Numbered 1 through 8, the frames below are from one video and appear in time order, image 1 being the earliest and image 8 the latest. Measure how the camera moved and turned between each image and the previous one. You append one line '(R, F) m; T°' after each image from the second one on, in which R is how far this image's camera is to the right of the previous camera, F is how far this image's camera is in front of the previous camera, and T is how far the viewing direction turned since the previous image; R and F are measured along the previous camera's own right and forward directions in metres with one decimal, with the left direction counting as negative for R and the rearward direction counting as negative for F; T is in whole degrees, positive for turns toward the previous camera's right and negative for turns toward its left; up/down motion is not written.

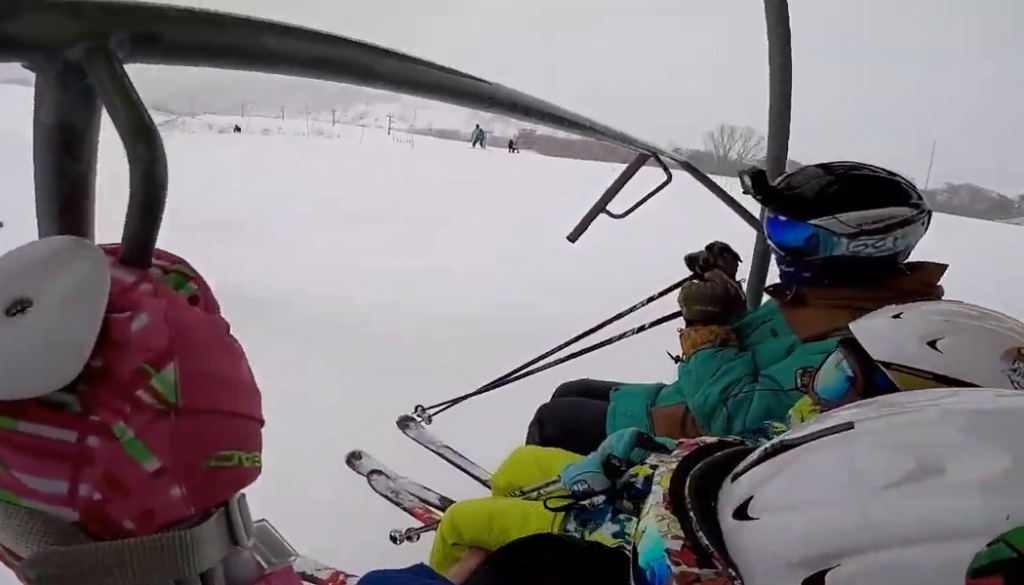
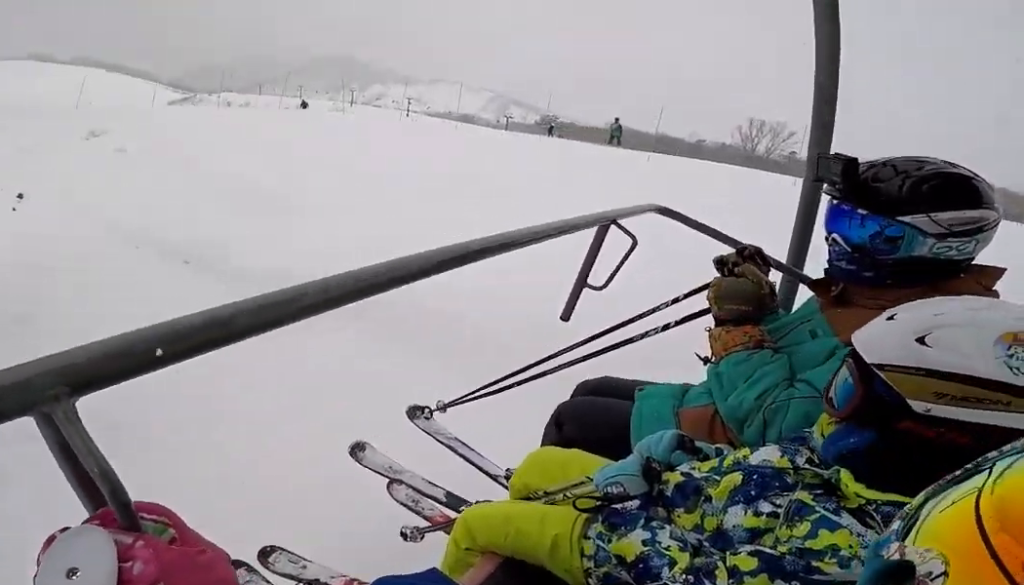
(+0.4, +2.9) m; +4°
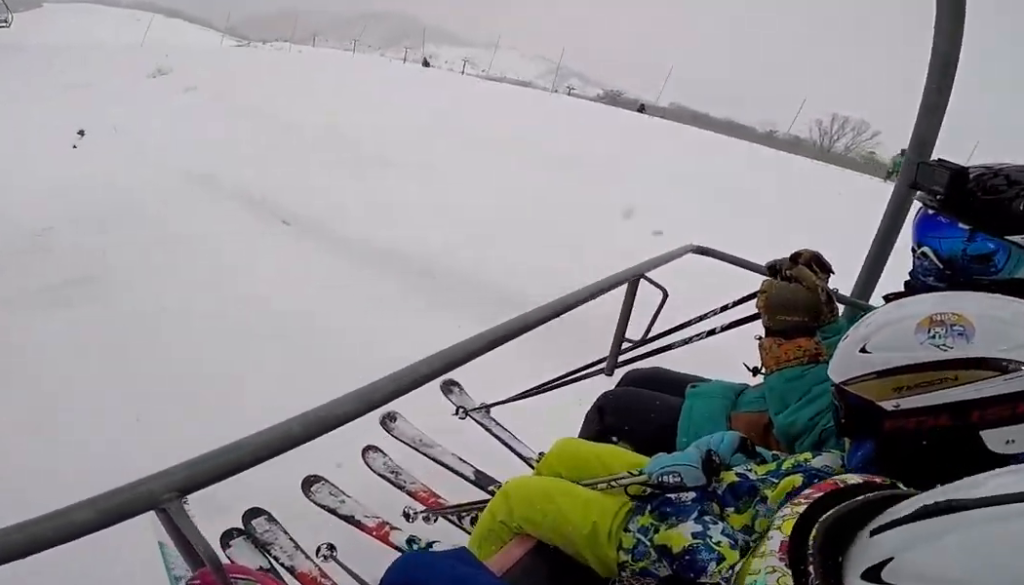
(+0.2, +3.5) m; +3°
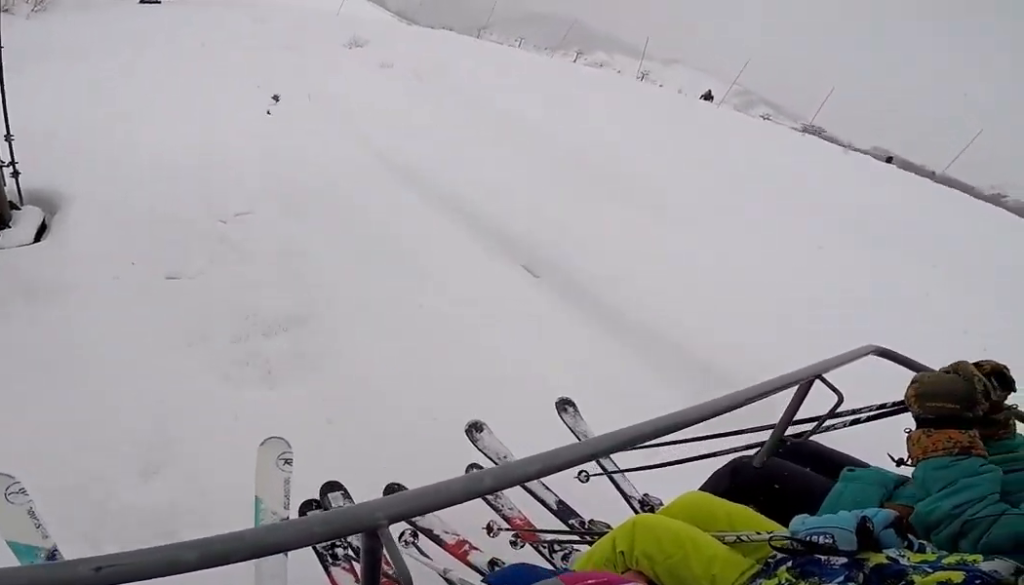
(0.0, +3.8) m; 0°
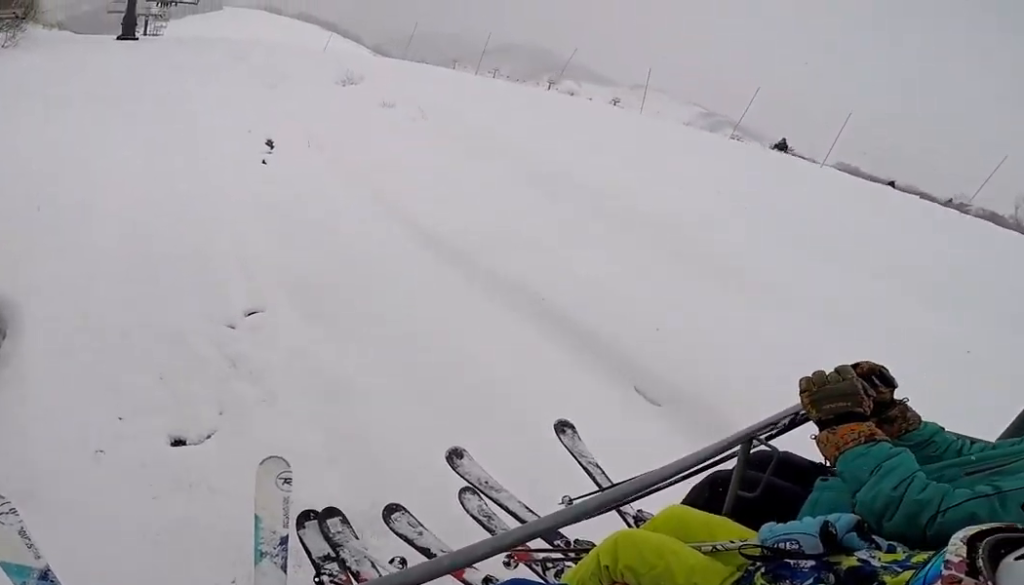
(0.0, +2.6) m; 0°
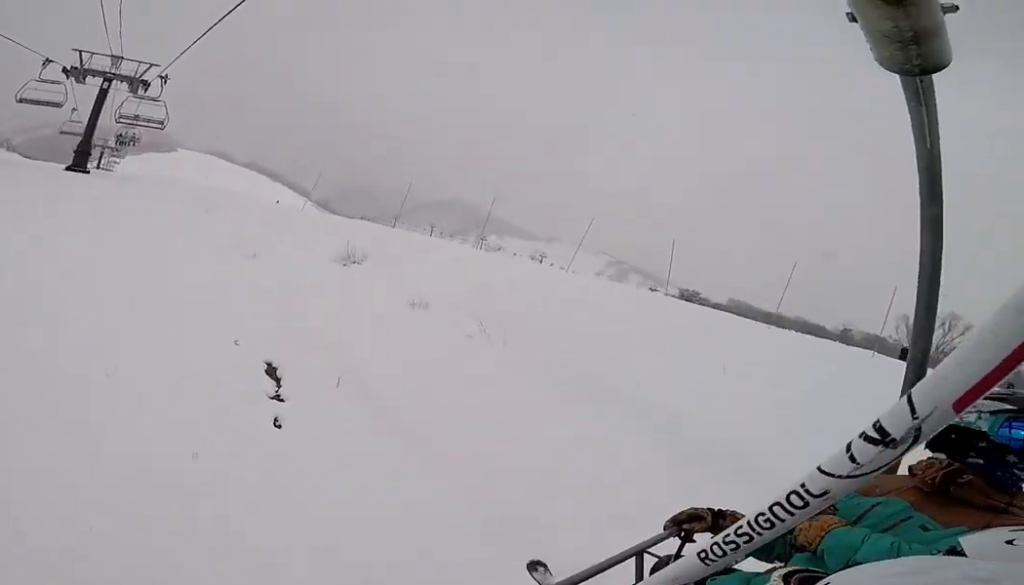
(-0.8, +6.8) m; -16°
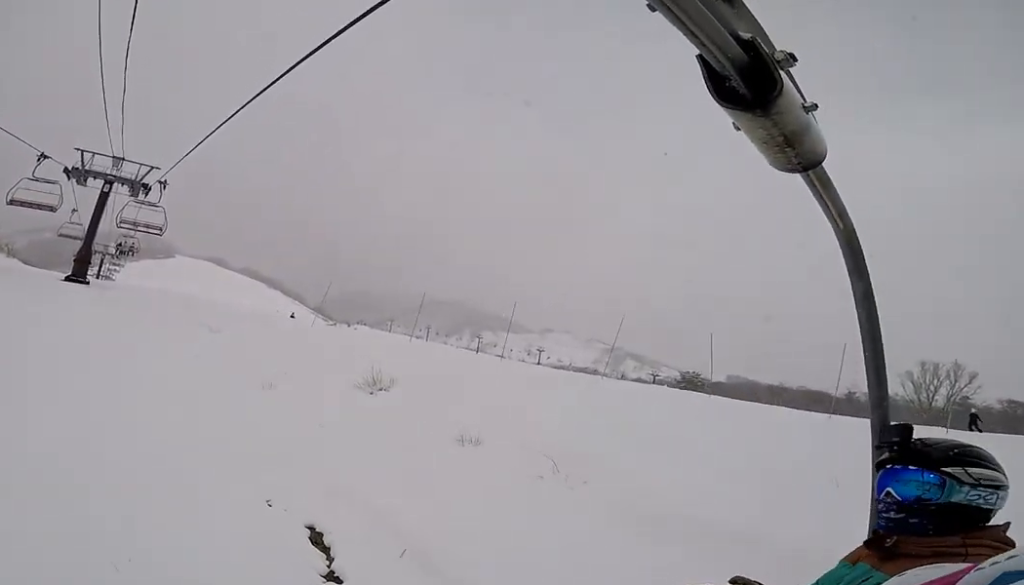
(-0.6, +2.0) m; 0°
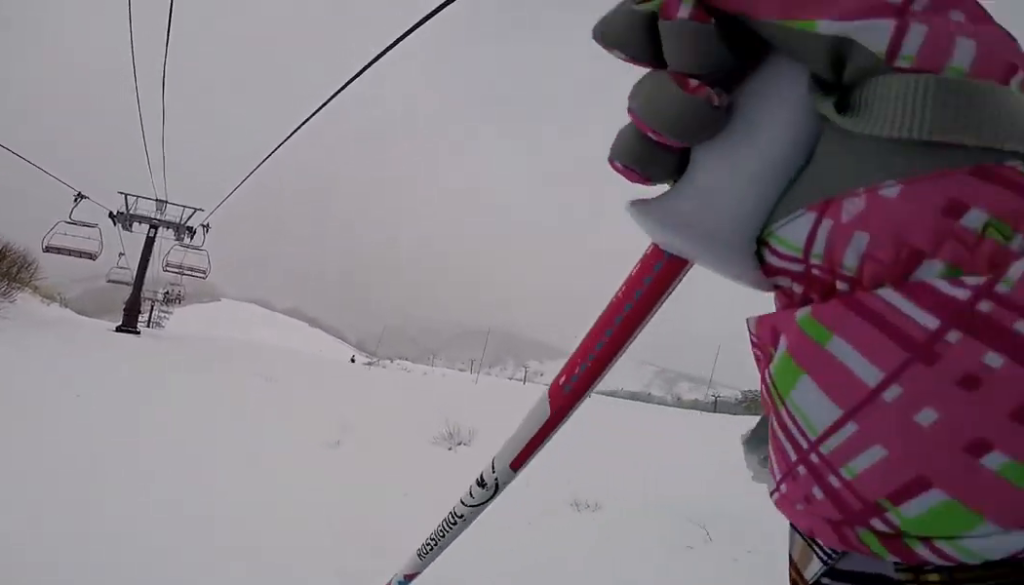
(+0.6, +1.9) m; +9°
